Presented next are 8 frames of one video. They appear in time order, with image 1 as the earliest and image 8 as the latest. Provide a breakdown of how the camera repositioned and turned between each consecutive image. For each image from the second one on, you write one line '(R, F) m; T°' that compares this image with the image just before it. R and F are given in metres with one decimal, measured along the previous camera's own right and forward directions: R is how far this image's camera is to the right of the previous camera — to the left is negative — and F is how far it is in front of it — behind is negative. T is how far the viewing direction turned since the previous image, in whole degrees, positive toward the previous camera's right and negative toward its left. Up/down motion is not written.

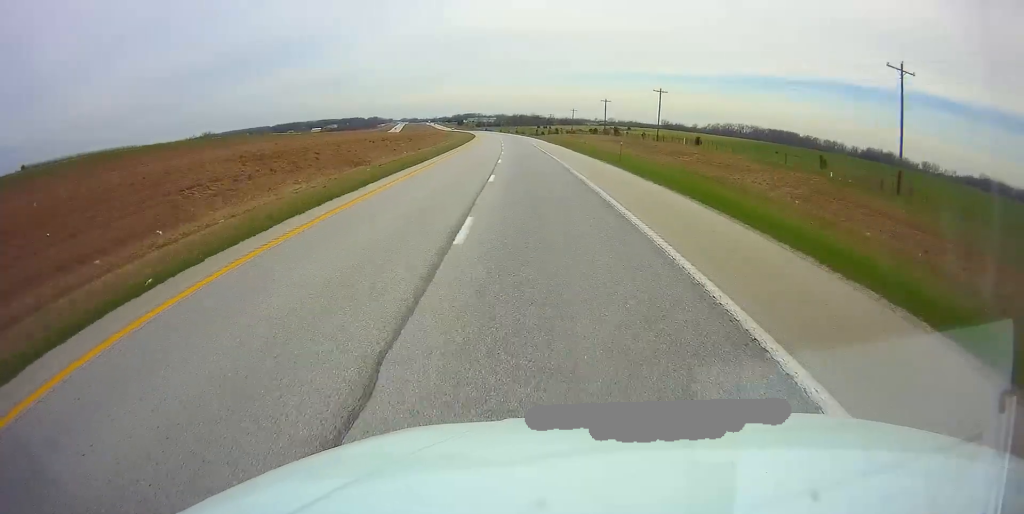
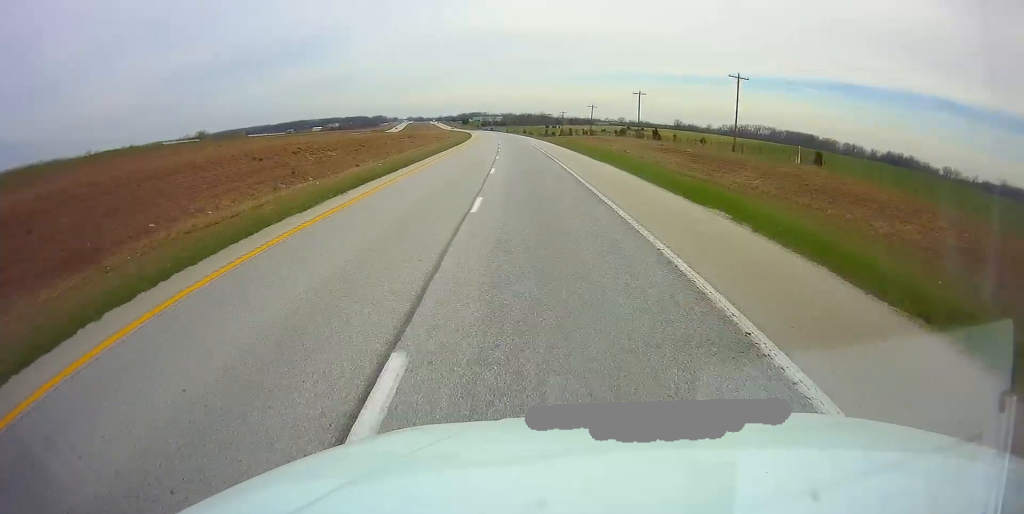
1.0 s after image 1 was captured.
(-0.2, +32.4) m; -1°
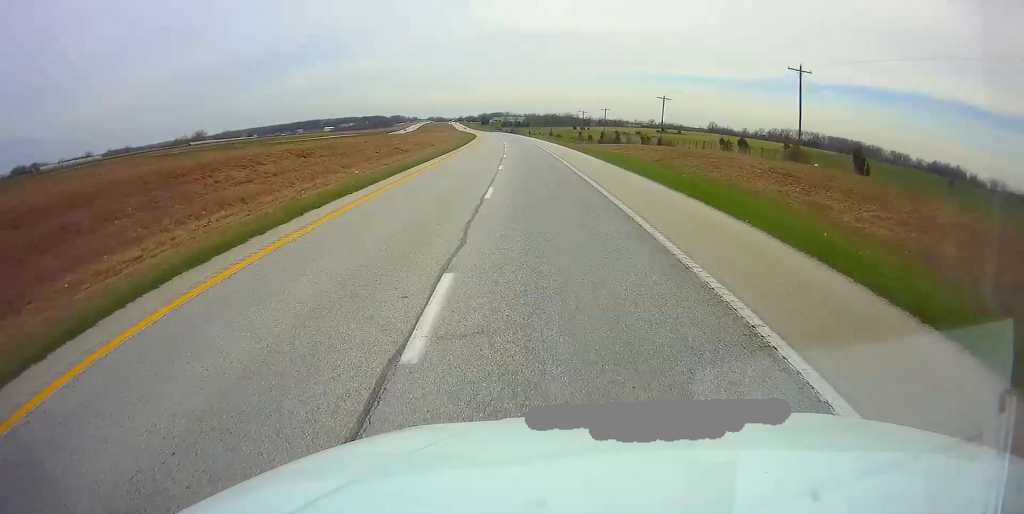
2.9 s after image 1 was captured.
(-1.3, +57.3) m; -2°
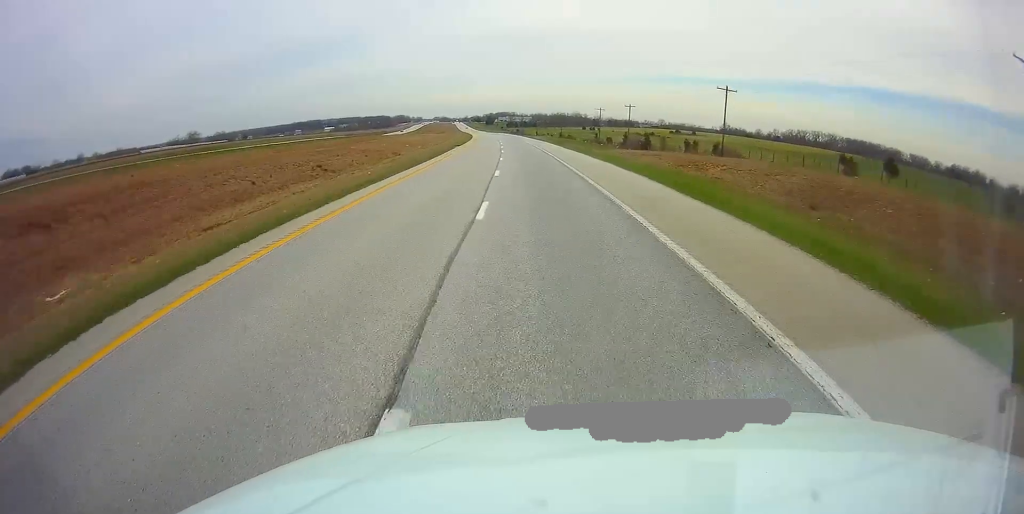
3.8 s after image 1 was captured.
(0.0, +28.0) m; 0°
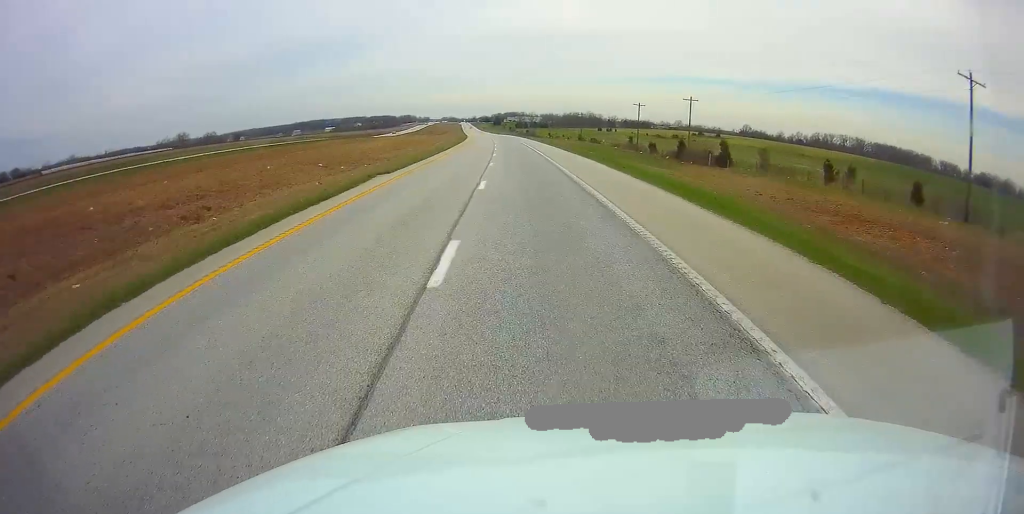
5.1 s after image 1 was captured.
(-0.4, +41.5) m; -2°
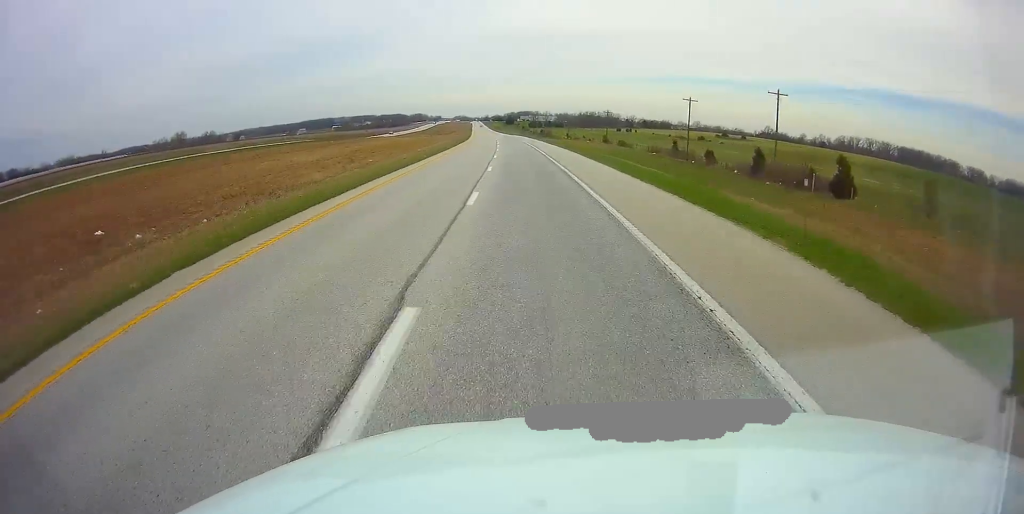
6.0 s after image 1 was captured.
(-0.4, +28.0) m; -1°
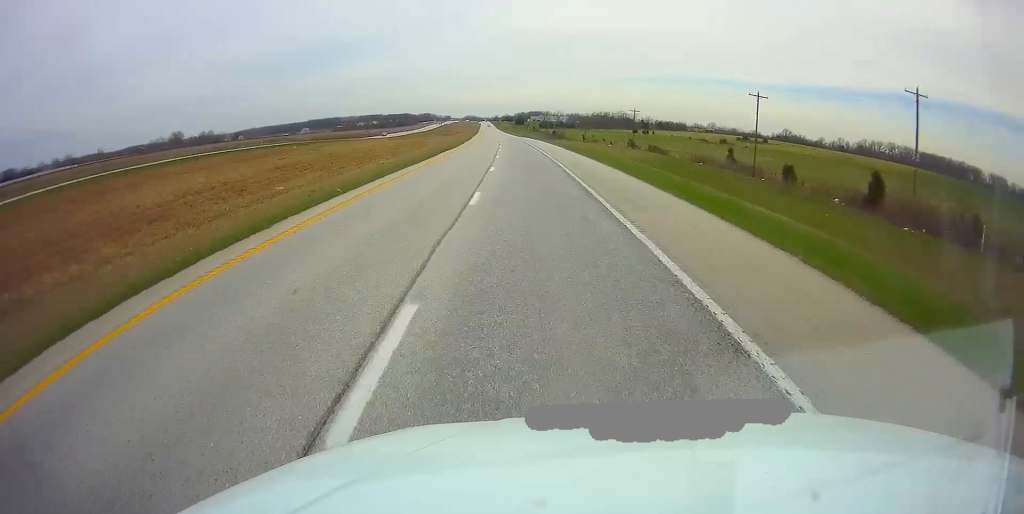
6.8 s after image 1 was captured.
(-0.2, +24.0) m; -1°
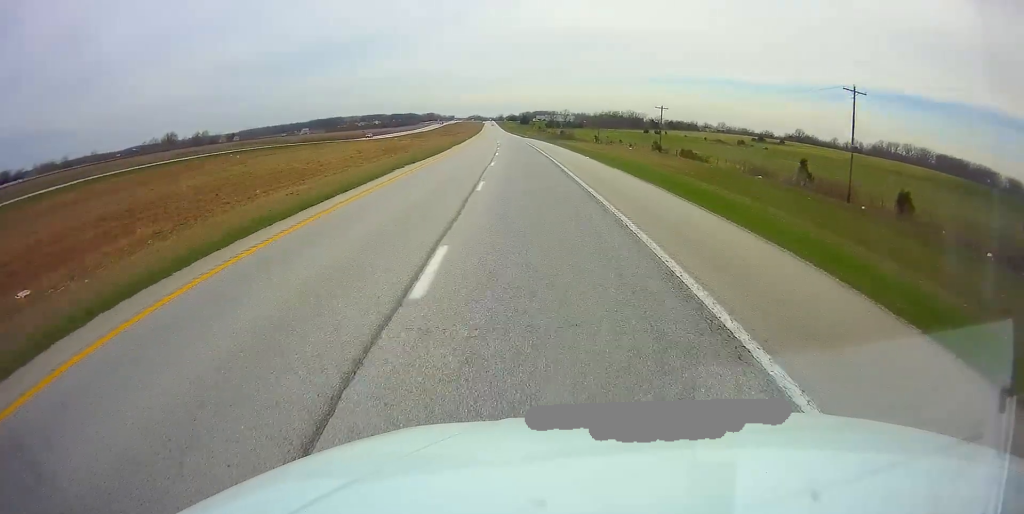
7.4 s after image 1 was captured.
(0.0, +20.8) m; -1°
